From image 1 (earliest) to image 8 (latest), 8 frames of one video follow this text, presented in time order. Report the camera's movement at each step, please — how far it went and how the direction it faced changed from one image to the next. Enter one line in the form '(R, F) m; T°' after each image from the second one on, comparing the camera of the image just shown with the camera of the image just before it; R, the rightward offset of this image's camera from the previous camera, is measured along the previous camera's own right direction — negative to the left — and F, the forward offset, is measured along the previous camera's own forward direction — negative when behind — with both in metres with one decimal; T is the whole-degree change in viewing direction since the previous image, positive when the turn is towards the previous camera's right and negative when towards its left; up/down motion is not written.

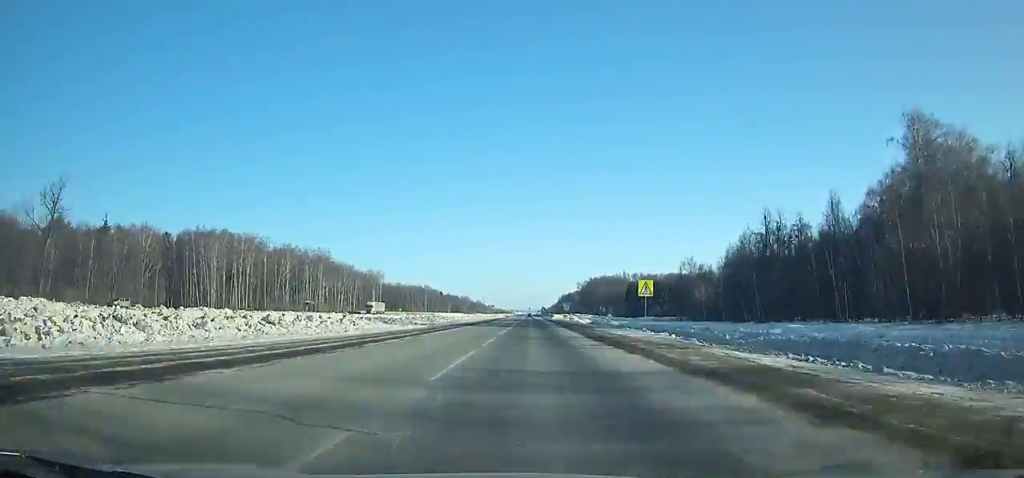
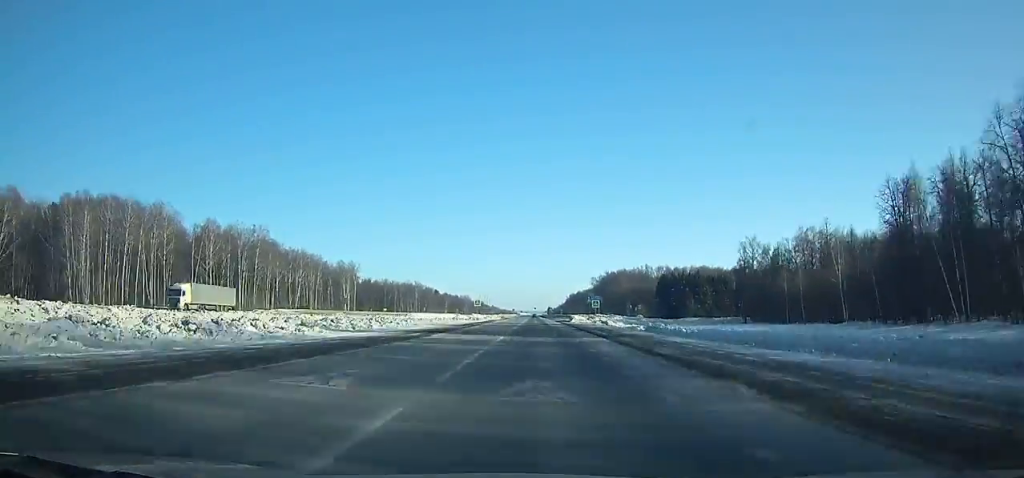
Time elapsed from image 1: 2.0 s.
(+0.1, +60.0) m; 0°
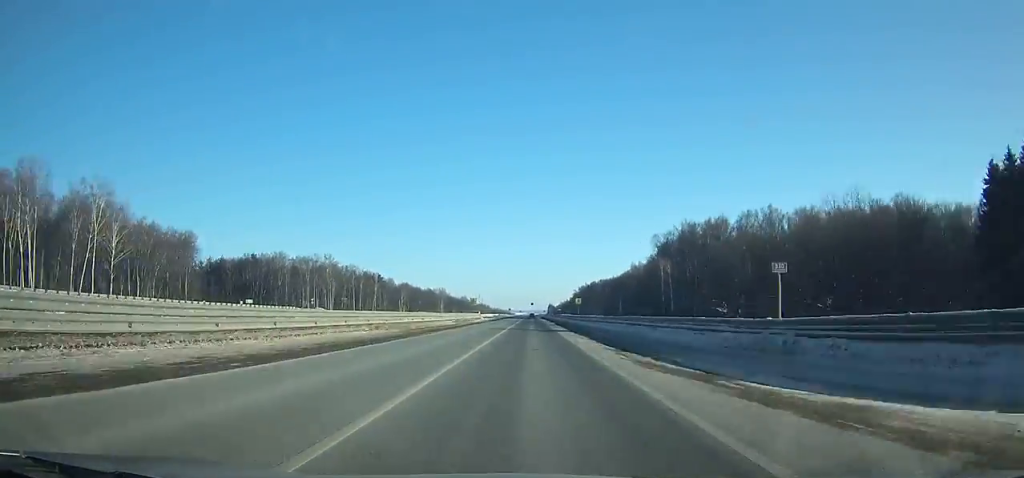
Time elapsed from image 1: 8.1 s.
(+0.1, +179.9) m; 0°
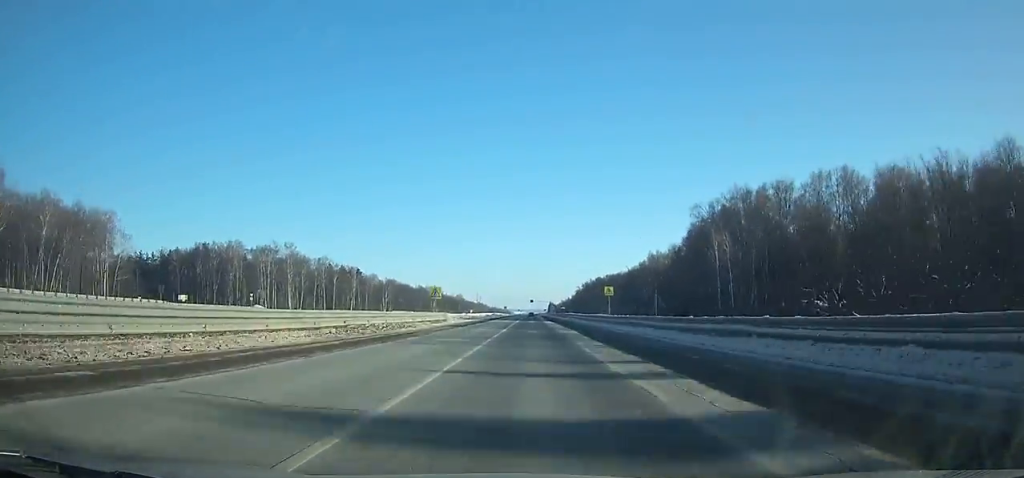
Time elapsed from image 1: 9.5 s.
(-0.2, +40.6) m; 0°
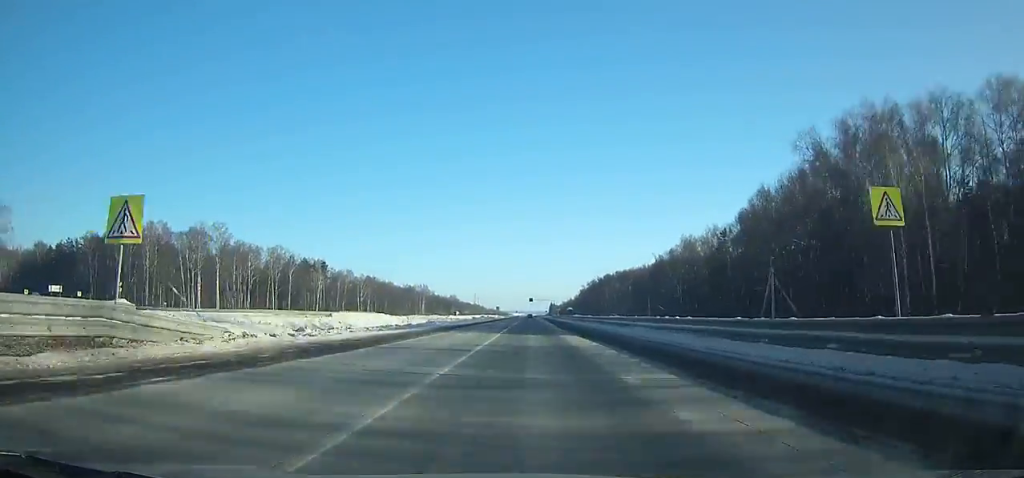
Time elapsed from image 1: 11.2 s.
(-0.2, +49.3) m; 0°
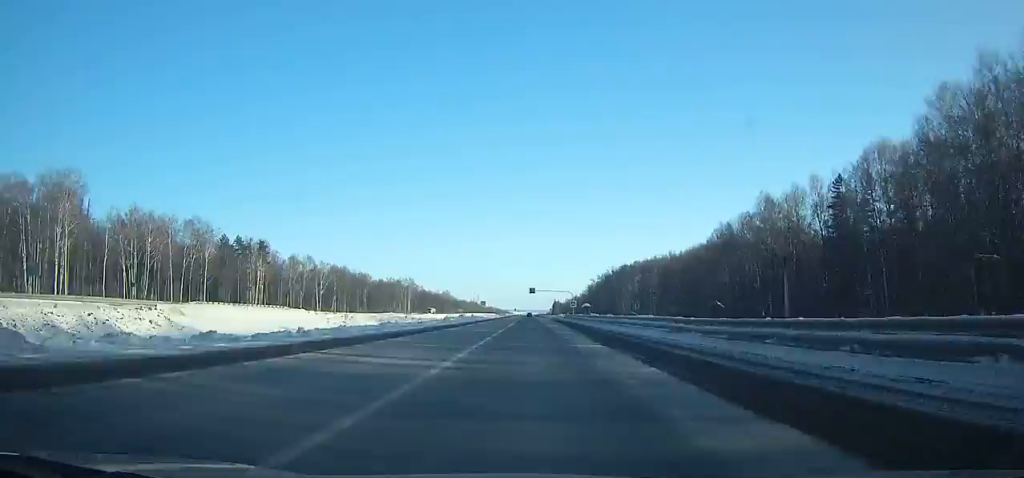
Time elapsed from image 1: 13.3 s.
(+0.1, +60.9) m; 0°
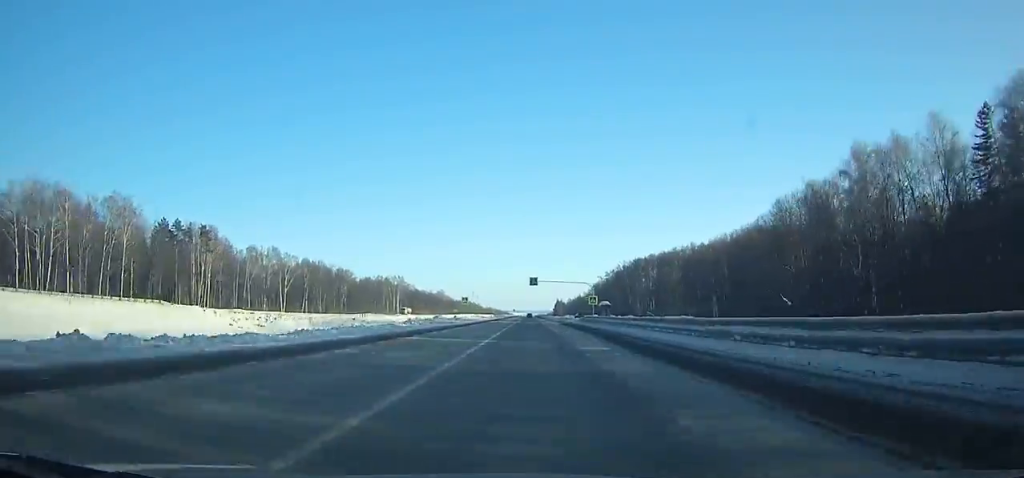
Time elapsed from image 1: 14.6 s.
(0.0, +37.8) m; 0°
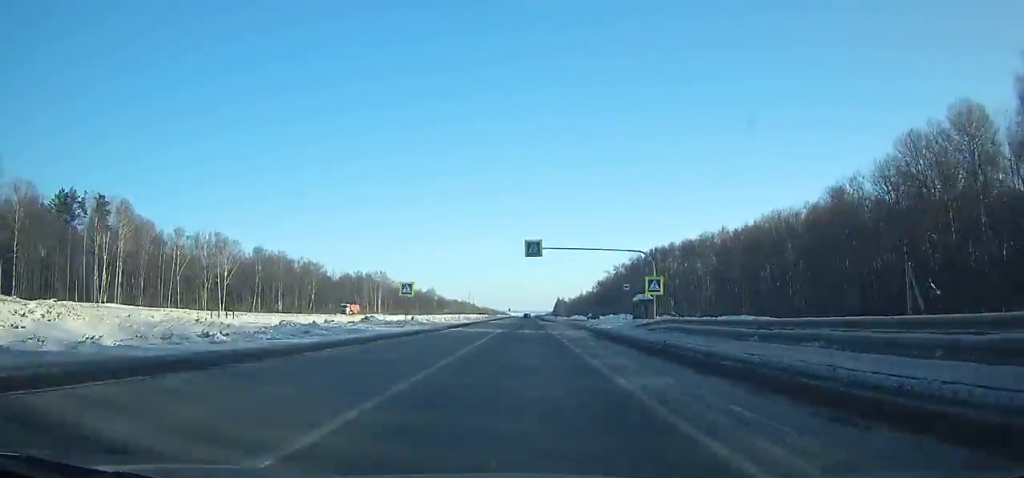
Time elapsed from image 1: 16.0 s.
(0.0, +41.0) m; 0°
